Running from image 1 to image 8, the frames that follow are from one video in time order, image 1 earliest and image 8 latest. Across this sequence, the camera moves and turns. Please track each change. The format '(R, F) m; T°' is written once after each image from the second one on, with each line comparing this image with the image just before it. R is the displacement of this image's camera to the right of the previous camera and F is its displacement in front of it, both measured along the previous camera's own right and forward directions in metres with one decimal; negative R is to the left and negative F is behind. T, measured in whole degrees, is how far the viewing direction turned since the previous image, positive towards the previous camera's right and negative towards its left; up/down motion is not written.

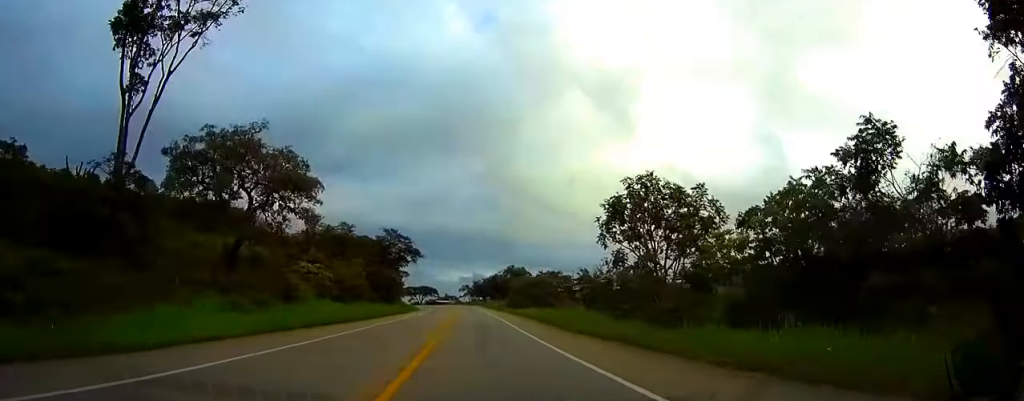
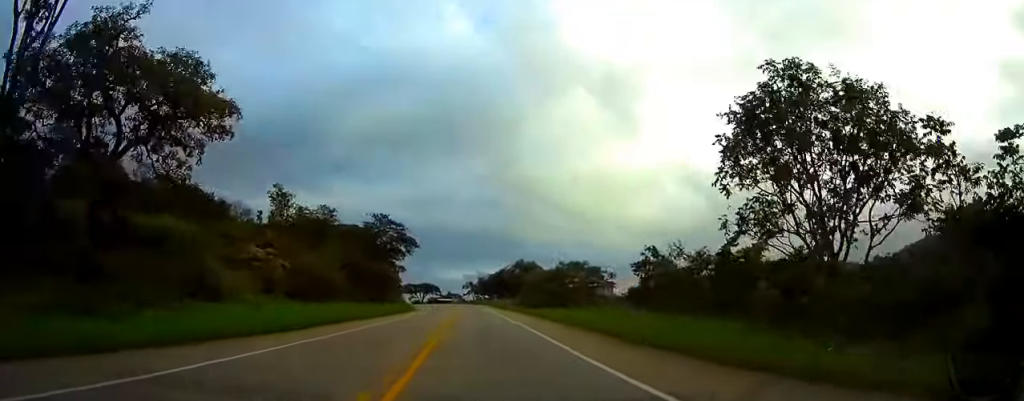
(0.0, +15.5) m; 0°
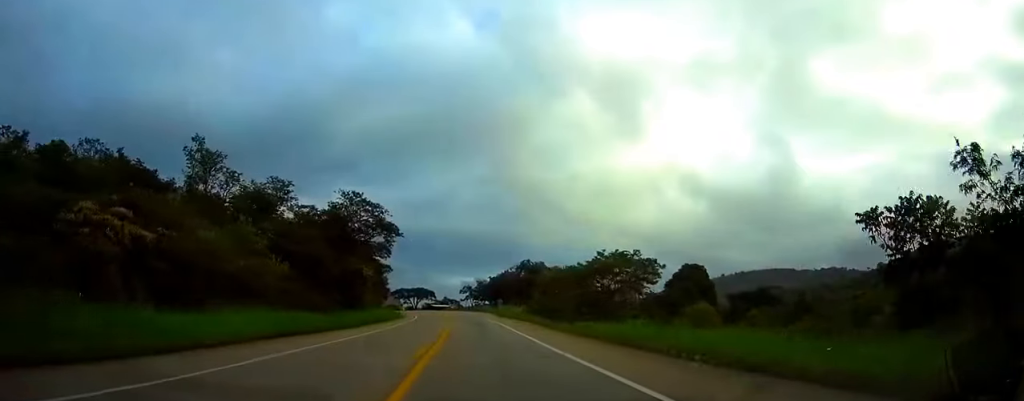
(0.0, +20.0) m; 0°
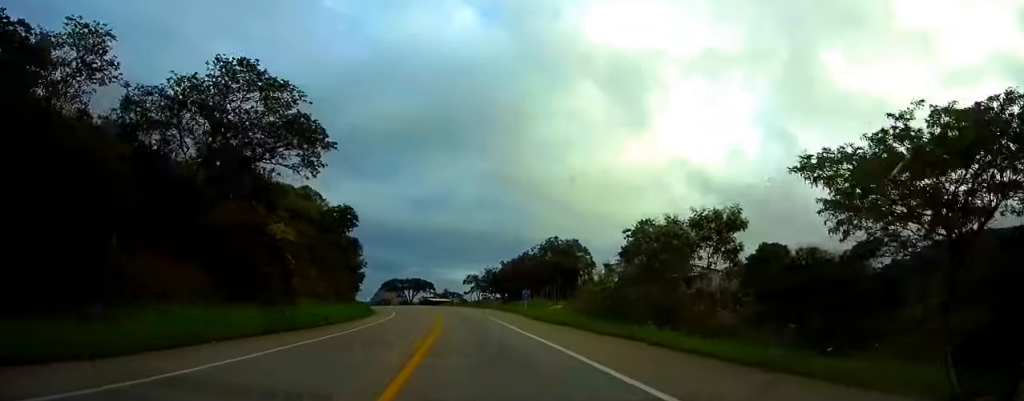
(-0.1, +33.9) m; -1°
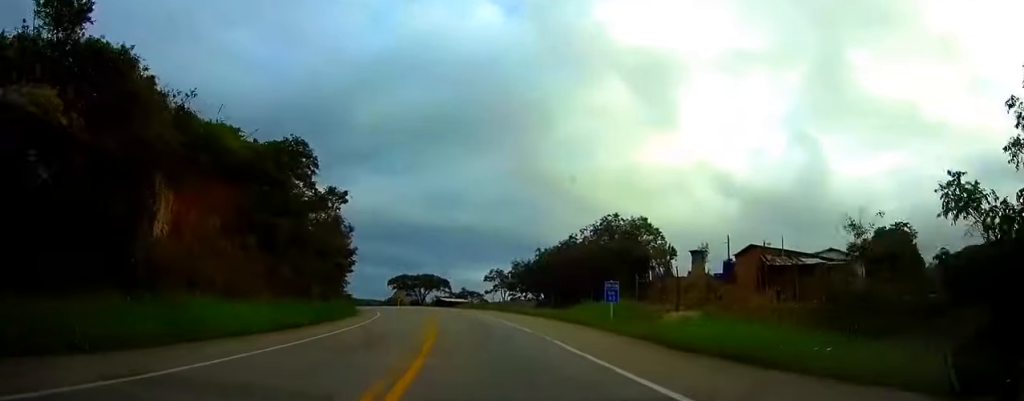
(-0.2, +26.3) m; -2°
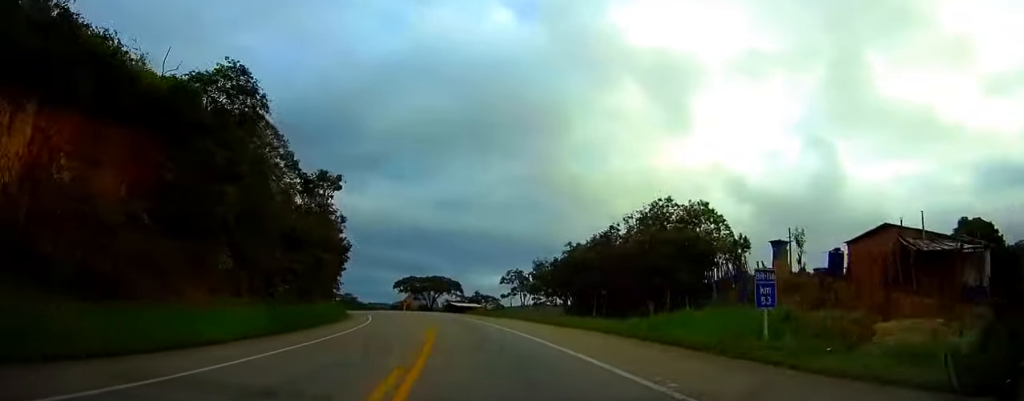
(-0.1, +13.6) m; -2°
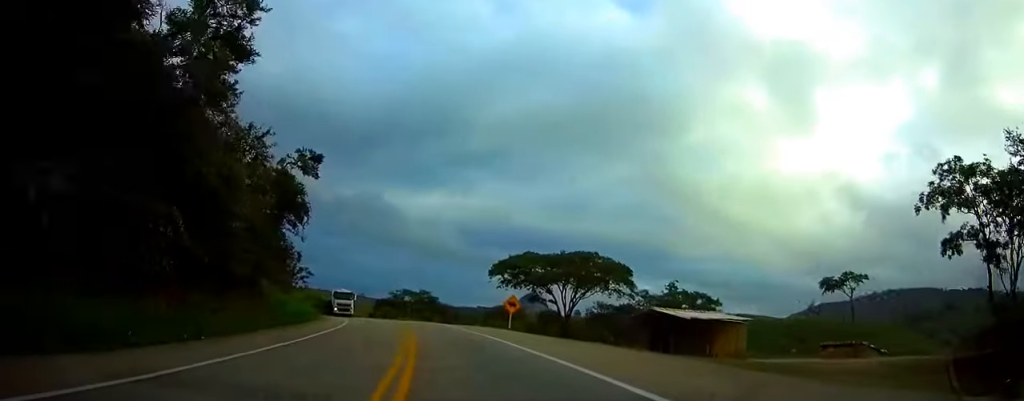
(-6.6, +72.3) m; -10°
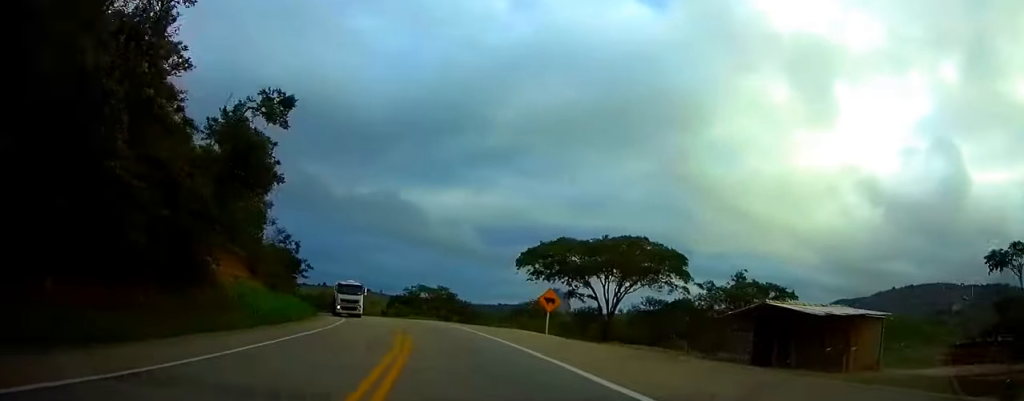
(0.0, +11.2) m; -2°
